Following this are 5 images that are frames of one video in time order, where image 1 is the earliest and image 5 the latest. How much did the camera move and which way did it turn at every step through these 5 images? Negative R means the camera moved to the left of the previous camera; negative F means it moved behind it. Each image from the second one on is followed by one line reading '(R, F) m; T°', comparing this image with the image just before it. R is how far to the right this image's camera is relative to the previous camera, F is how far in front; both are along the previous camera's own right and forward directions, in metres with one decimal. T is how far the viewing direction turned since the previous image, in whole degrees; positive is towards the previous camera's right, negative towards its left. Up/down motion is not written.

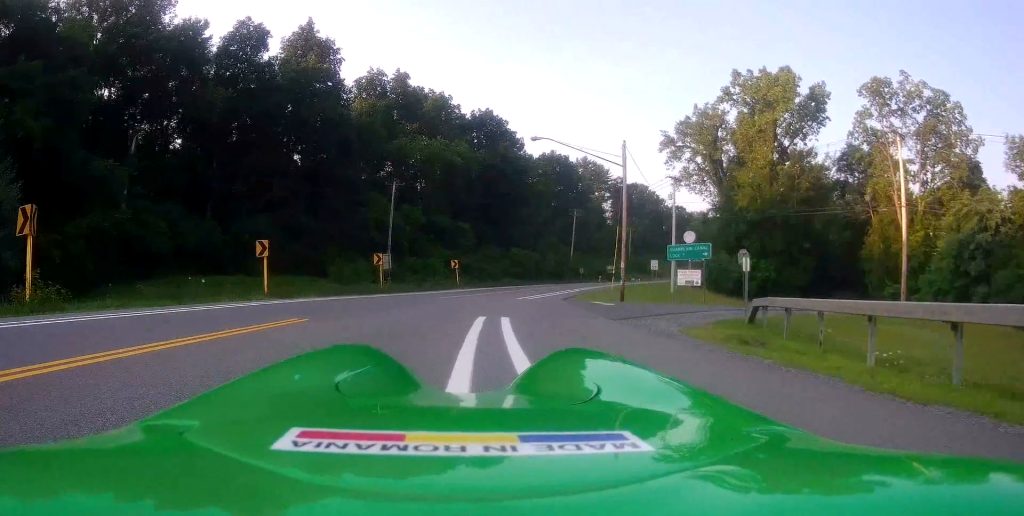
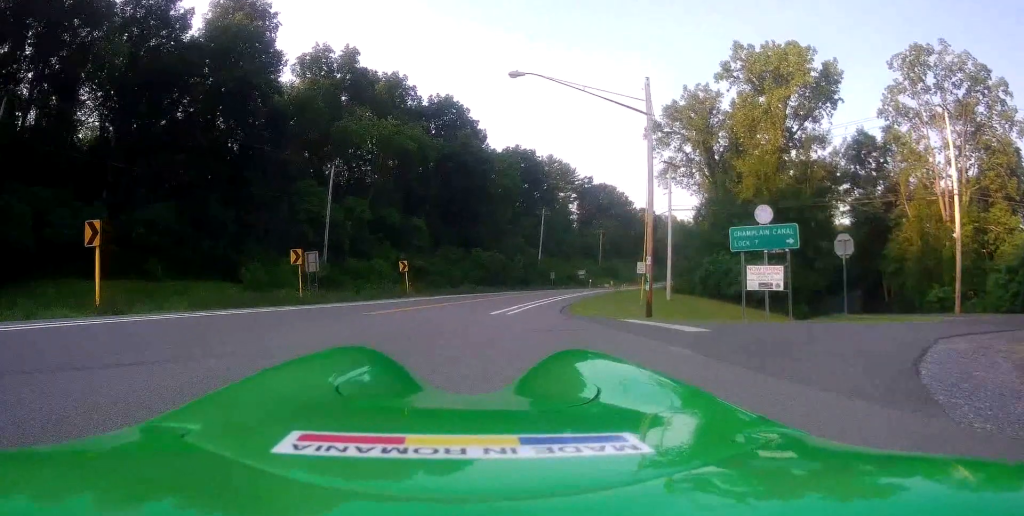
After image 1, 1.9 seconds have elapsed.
(0.0, +11.7) m; +3°
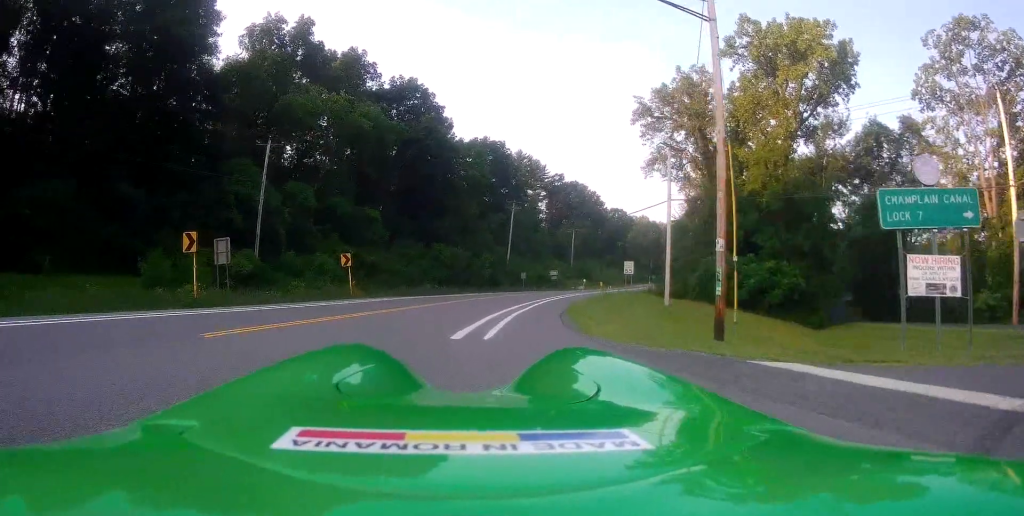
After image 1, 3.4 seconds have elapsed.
(+0.5, +9.1) m; +5°
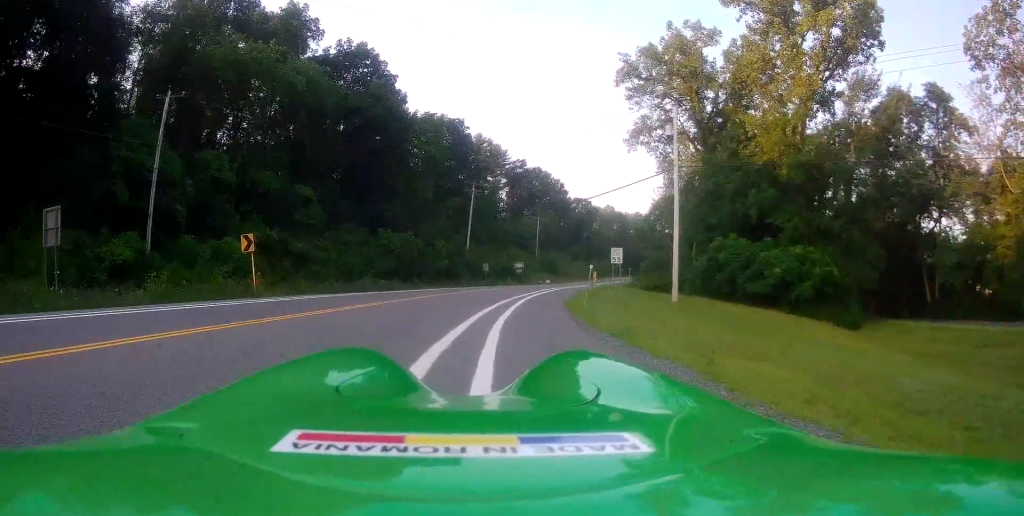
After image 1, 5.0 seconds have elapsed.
(+0.5, +10.7) m; +2°
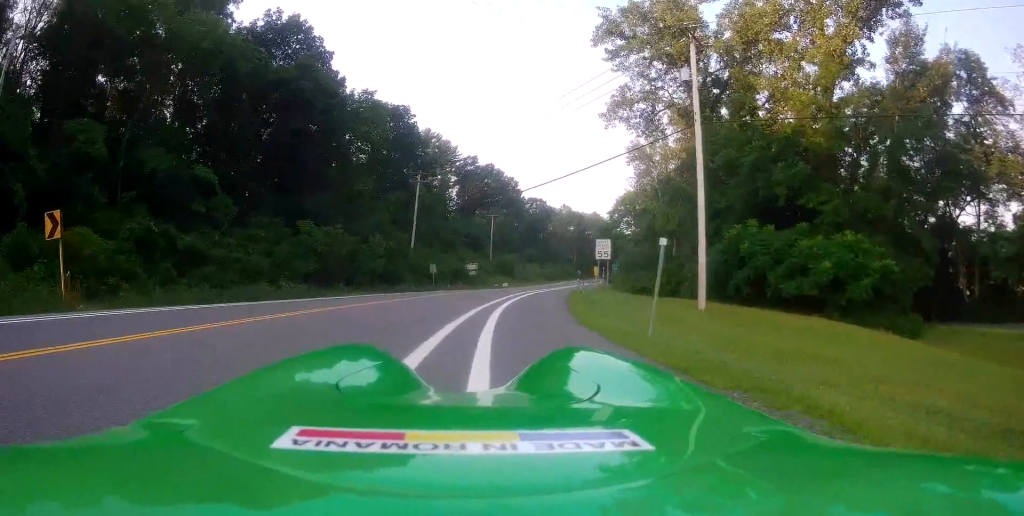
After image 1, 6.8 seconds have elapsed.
(+0.6, +10.8) m; +10°
